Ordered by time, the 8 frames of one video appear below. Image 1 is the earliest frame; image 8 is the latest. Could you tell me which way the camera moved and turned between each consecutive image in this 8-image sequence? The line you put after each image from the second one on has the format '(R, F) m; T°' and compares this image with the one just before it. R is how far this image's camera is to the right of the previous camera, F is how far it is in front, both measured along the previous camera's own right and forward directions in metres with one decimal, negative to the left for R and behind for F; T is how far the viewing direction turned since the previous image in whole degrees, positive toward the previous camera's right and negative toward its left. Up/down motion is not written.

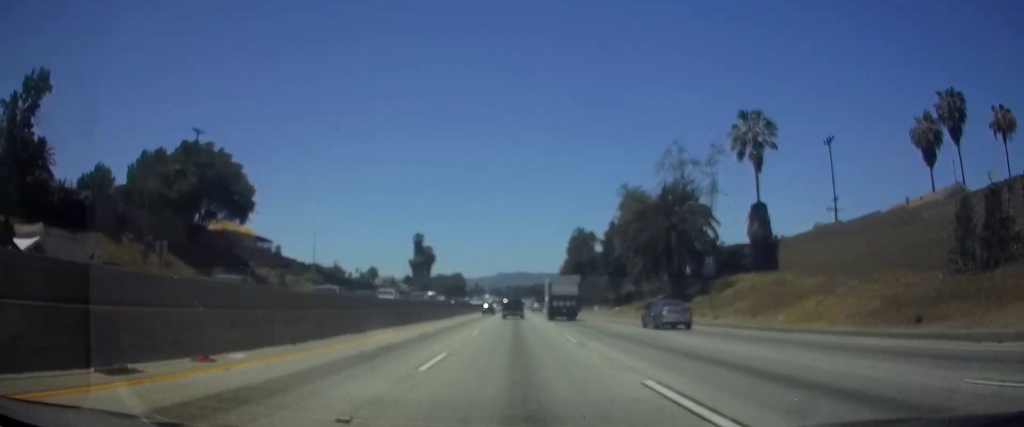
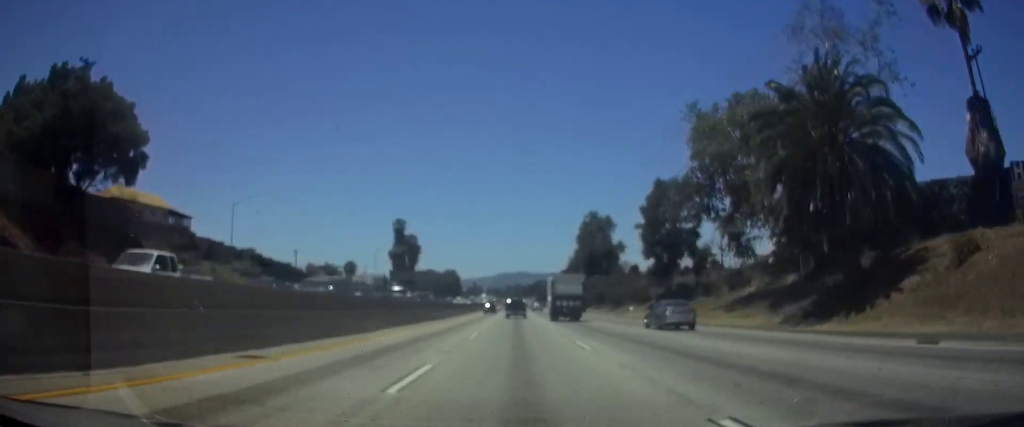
(+0.1, +32.7) m; 0°
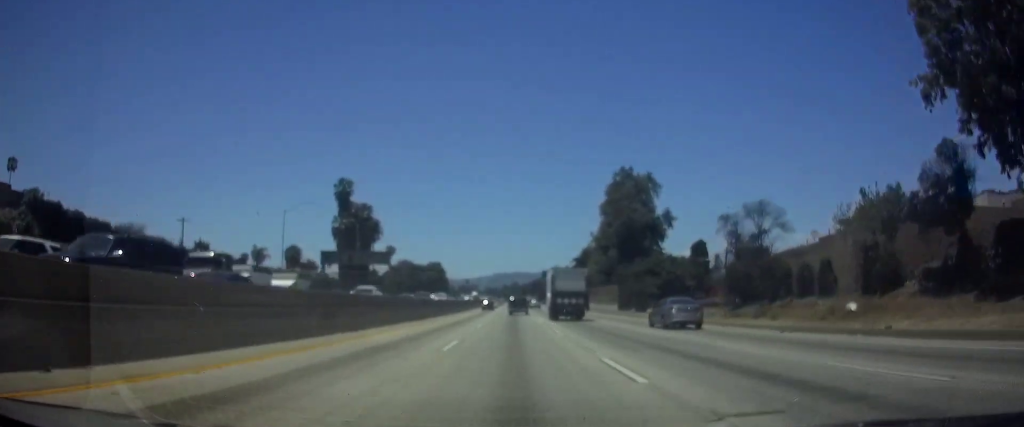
(0.0, +51.1) m; 0°
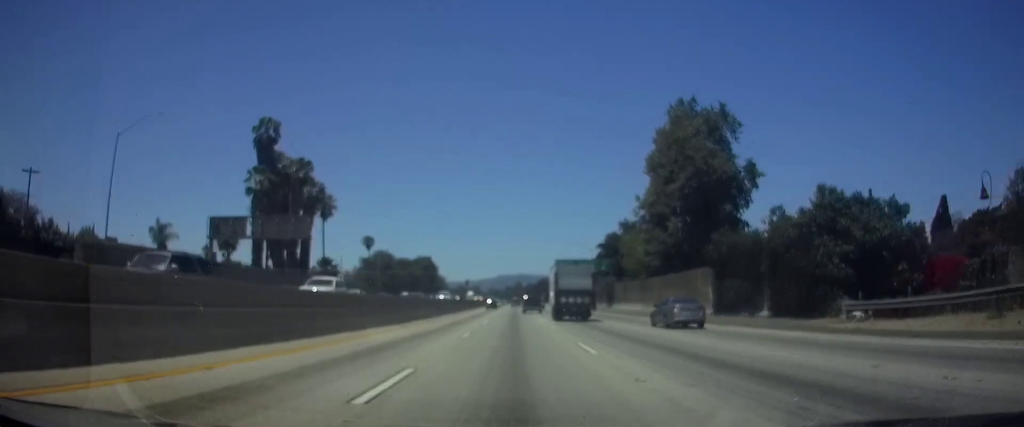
(0.0, +38.6) m; 0°
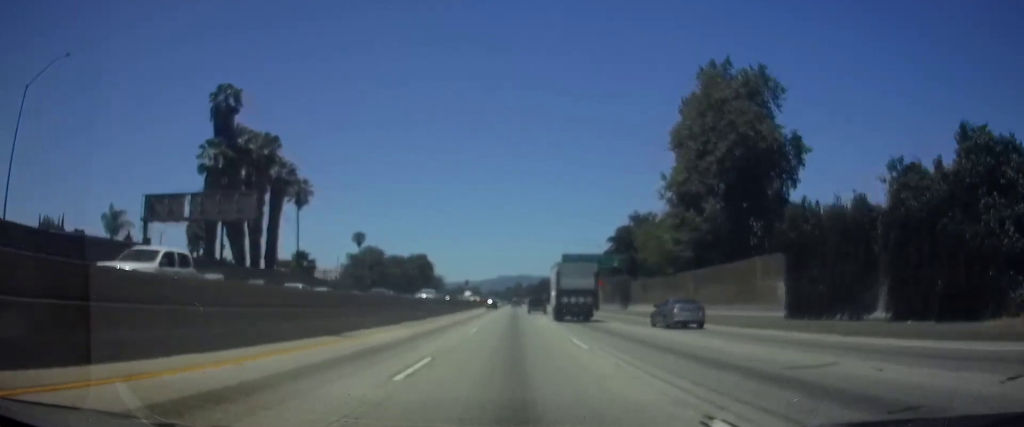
(0.0, +12.5) m; 0°
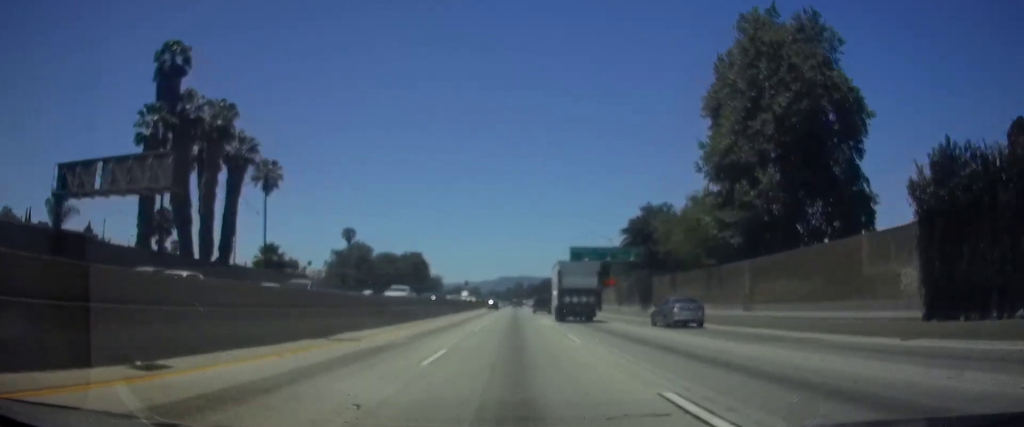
(0.0, +12.5) m; 0°
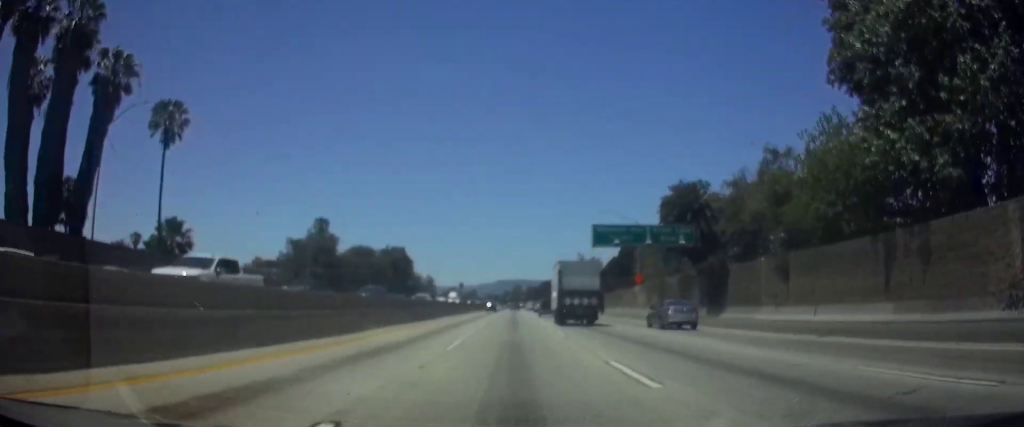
(+0.1, +25.0) m; 0°
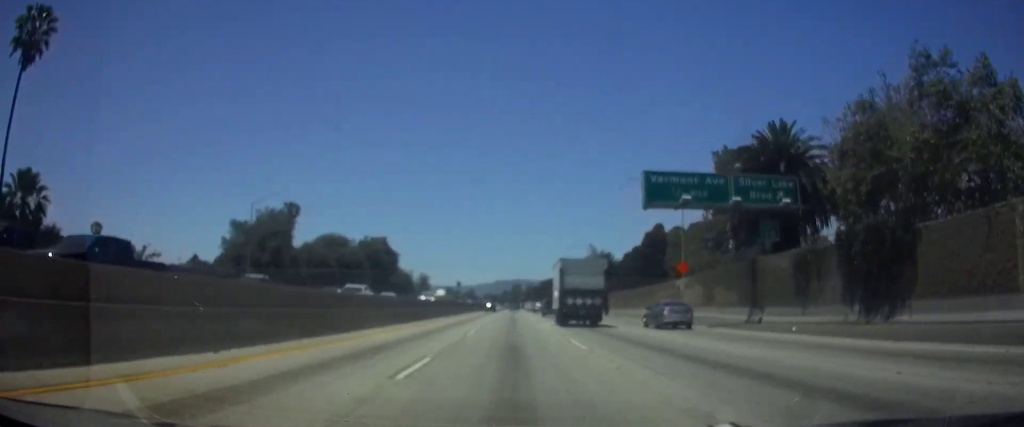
(+0.1, +22.3) m; 0°
